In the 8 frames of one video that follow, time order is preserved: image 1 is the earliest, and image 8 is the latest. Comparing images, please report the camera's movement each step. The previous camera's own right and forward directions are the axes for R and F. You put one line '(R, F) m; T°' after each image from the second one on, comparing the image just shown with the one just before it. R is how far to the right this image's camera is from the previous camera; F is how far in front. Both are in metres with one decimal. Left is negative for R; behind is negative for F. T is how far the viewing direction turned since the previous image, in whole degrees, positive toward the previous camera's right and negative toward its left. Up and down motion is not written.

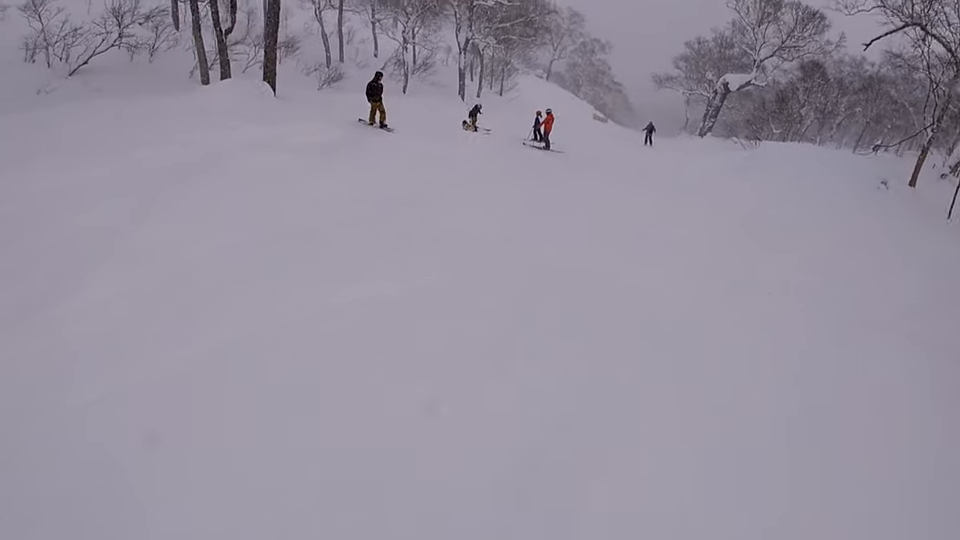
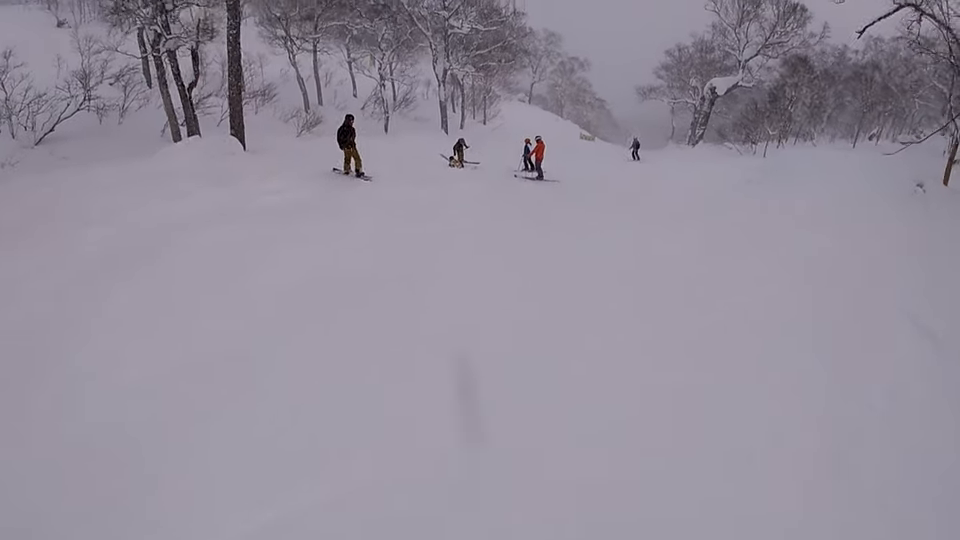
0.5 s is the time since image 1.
(0.0, +2.1) m; 0°
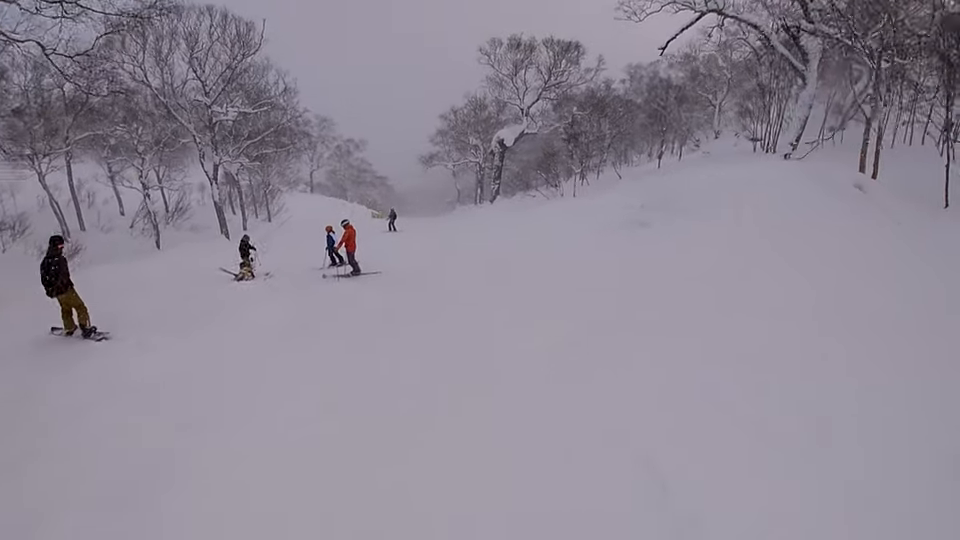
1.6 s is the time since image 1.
(+0.2, +5.5) m; +17°
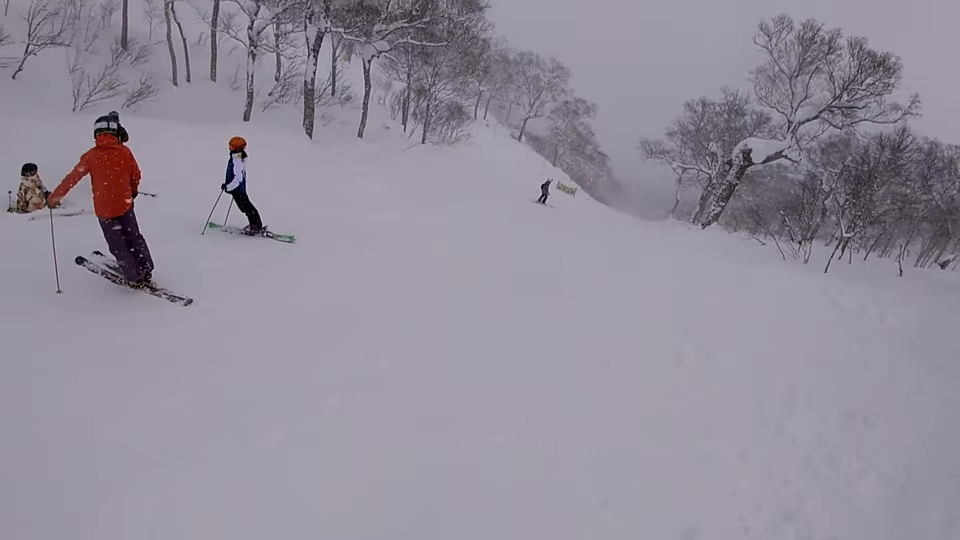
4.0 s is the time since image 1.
(-2.3, +11.1) m; -43°
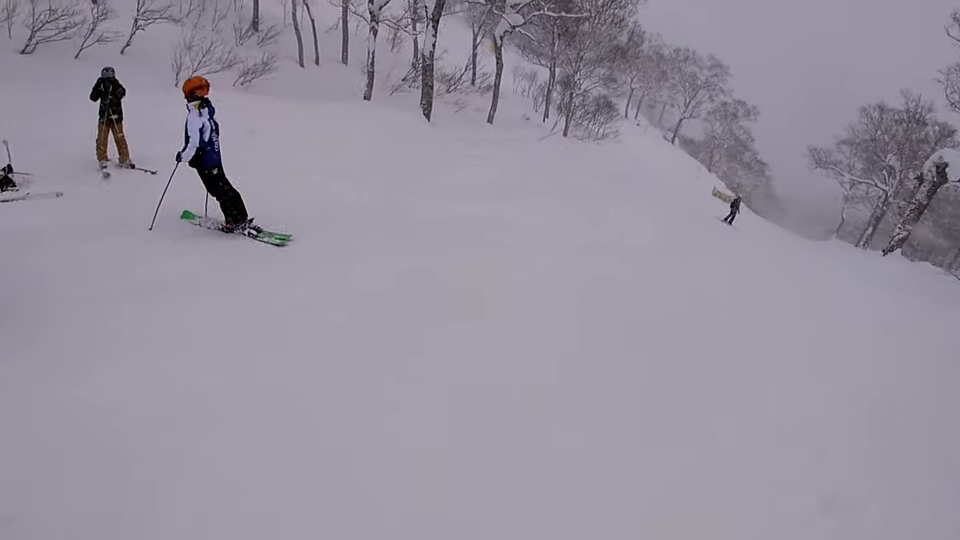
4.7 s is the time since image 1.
(-0.5, +3.4) m; -5°
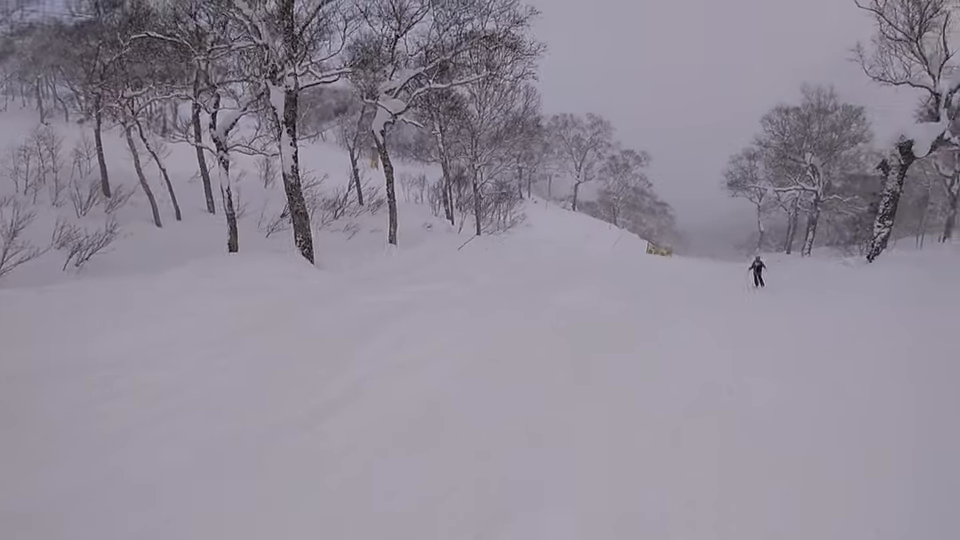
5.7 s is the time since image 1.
(+0.6, +5.0) m; +38°
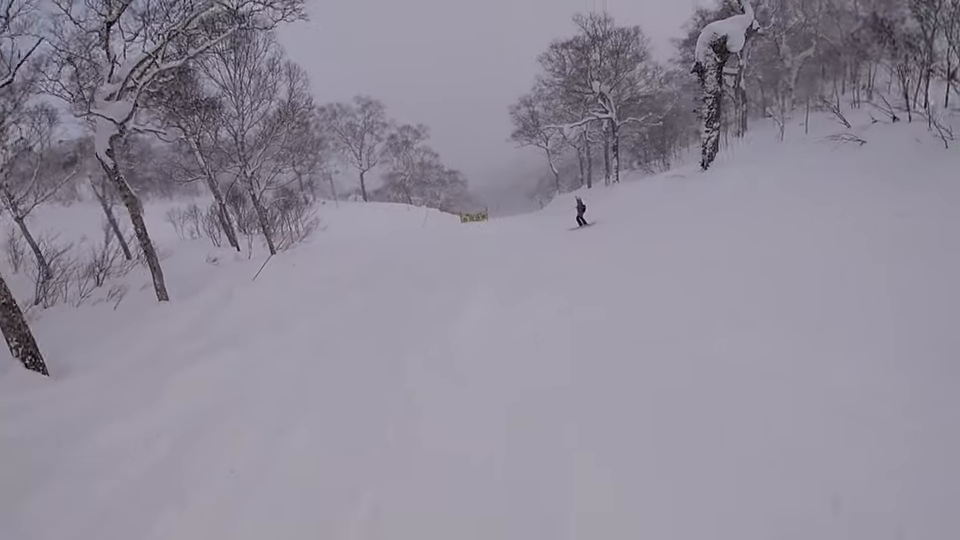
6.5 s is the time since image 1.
(+1.6, +3.3) m; +31°
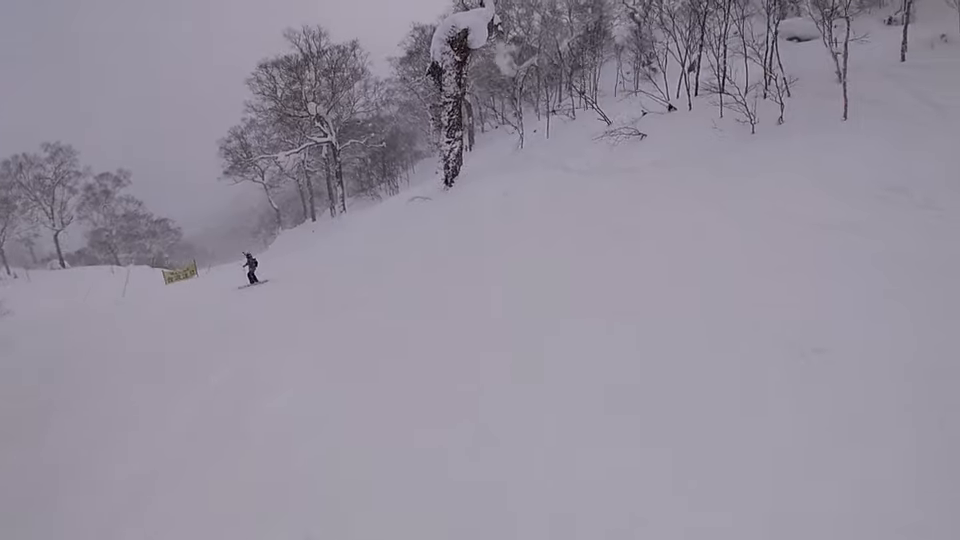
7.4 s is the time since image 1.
(+0.9, +4.2) m; +8°
